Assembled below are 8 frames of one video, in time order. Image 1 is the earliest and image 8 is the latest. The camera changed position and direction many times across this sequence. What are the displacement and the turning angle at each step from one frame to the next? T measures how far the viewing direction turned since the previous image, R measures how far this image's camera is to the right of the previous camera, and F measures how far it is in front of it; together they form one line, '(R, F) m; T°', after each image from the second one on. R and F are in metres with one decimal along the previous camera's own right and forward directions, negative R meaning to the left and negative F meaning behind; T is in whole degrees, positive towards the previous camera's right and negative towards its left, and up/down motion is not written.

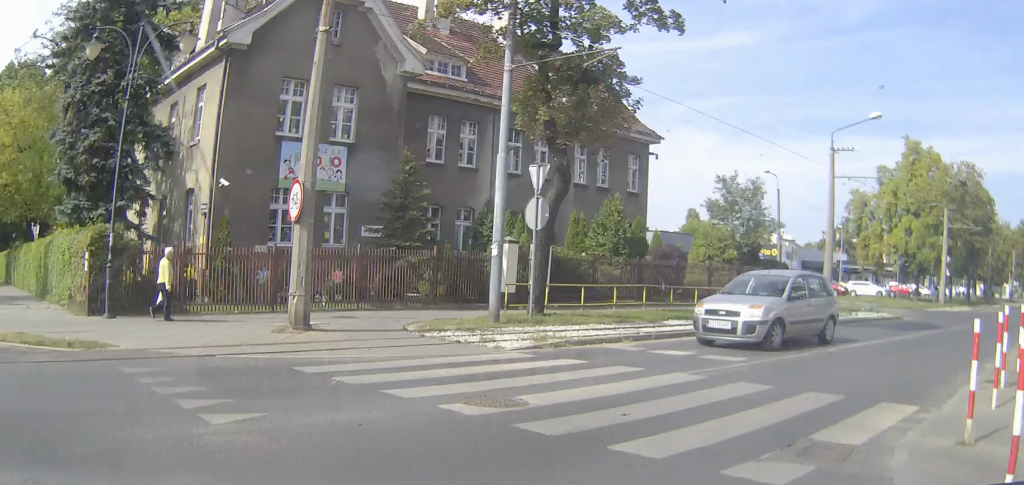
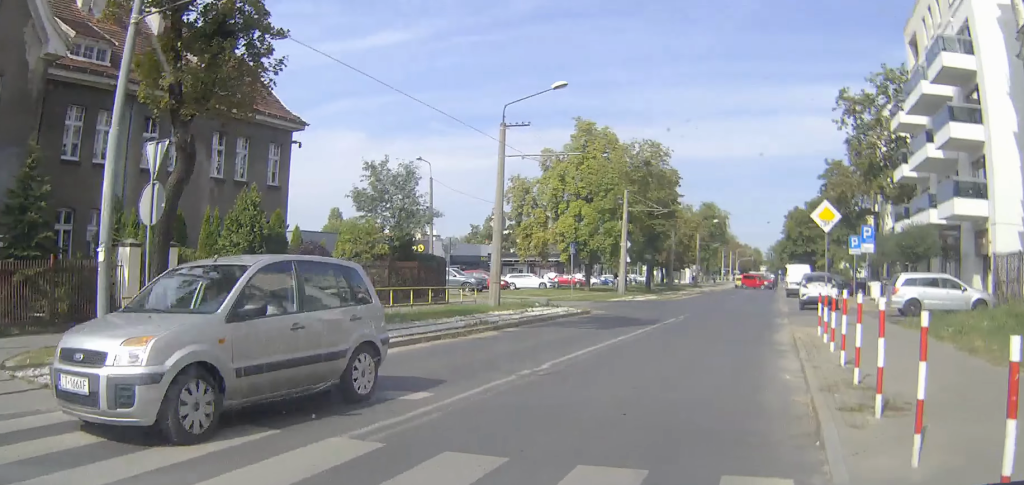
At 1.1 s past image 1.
(+0.7, +4.3) m; +19°
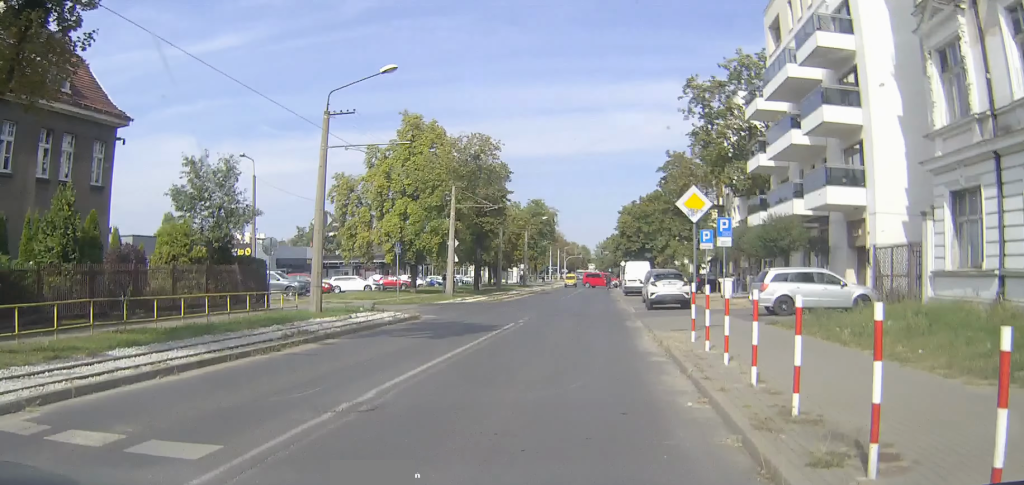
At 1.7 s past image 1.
(+0.2, +2.4) m; +9°
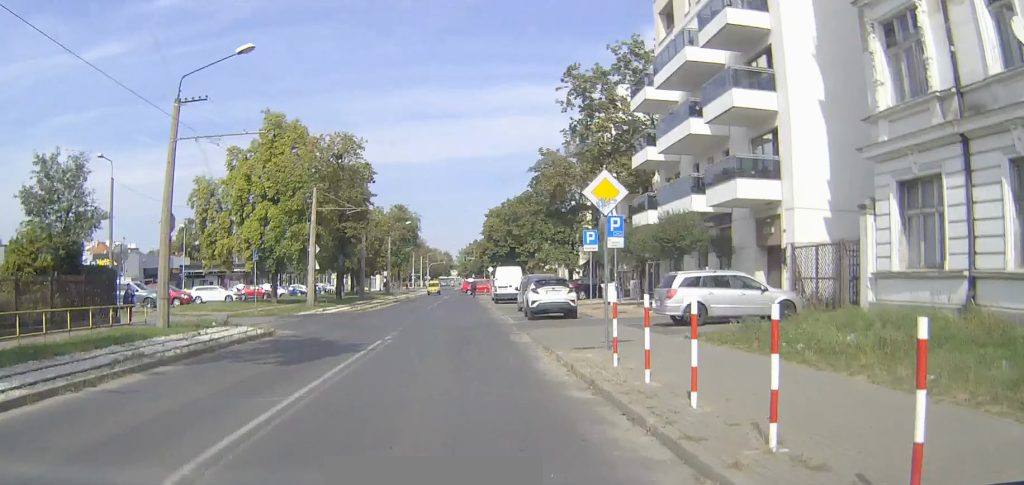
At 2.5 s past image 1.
(+0.3, +3.0) m; +5°
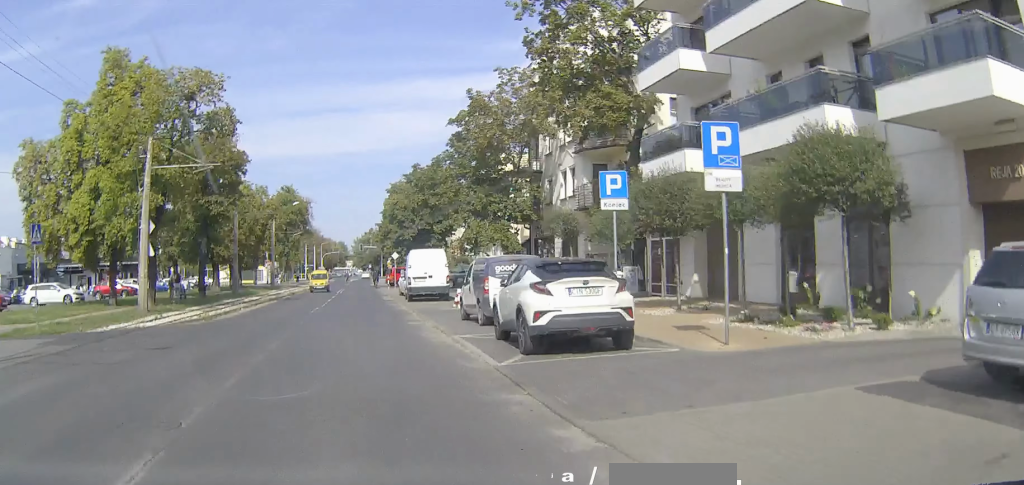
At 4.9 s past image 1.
(+1.5, +13.9) m; +9°
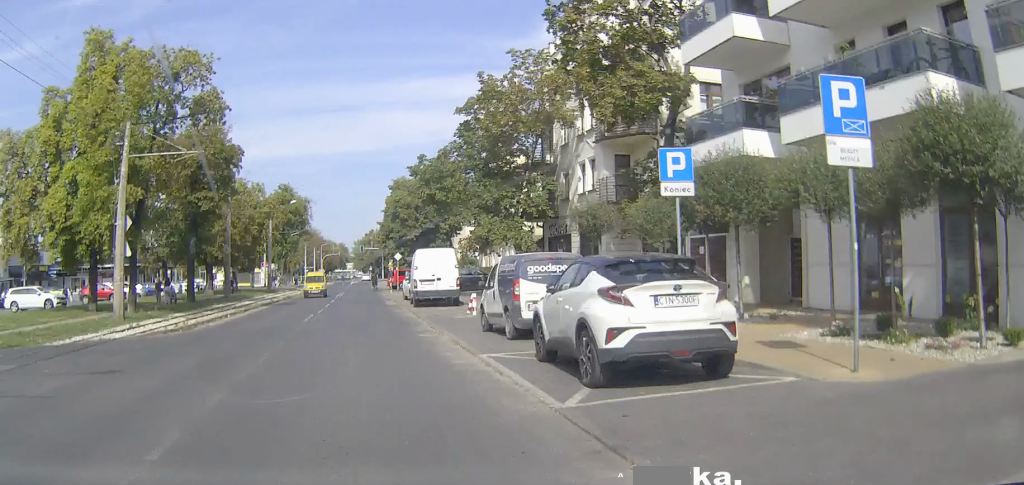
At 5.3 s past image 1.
(-0.1, +3.4) m; +1°
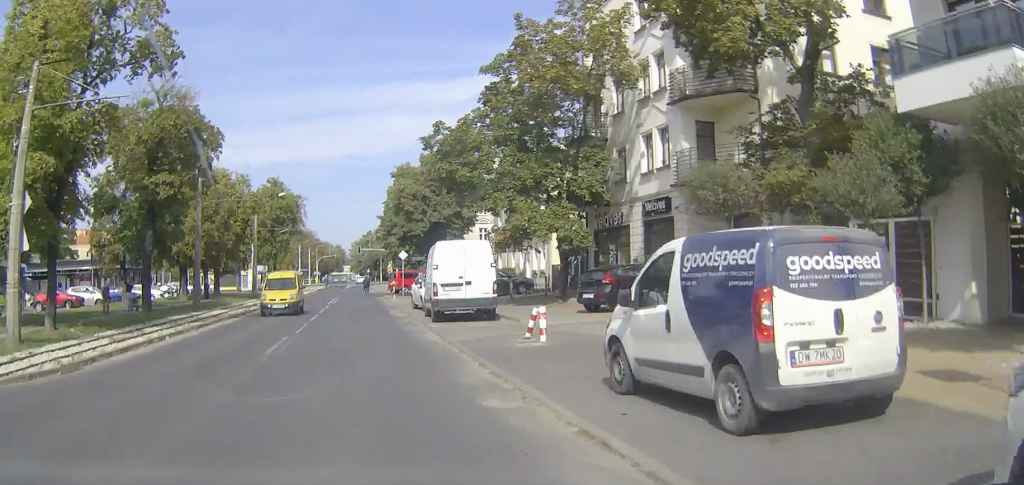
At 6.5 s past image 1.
(+0.3, +9.5) m; +4°
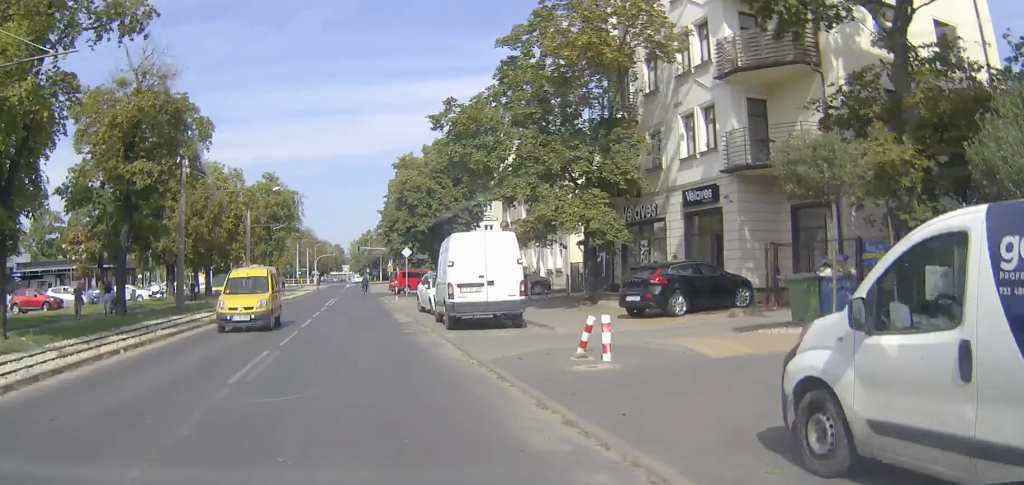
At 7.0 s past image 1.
(+0.1, +4.0) m; 0°
